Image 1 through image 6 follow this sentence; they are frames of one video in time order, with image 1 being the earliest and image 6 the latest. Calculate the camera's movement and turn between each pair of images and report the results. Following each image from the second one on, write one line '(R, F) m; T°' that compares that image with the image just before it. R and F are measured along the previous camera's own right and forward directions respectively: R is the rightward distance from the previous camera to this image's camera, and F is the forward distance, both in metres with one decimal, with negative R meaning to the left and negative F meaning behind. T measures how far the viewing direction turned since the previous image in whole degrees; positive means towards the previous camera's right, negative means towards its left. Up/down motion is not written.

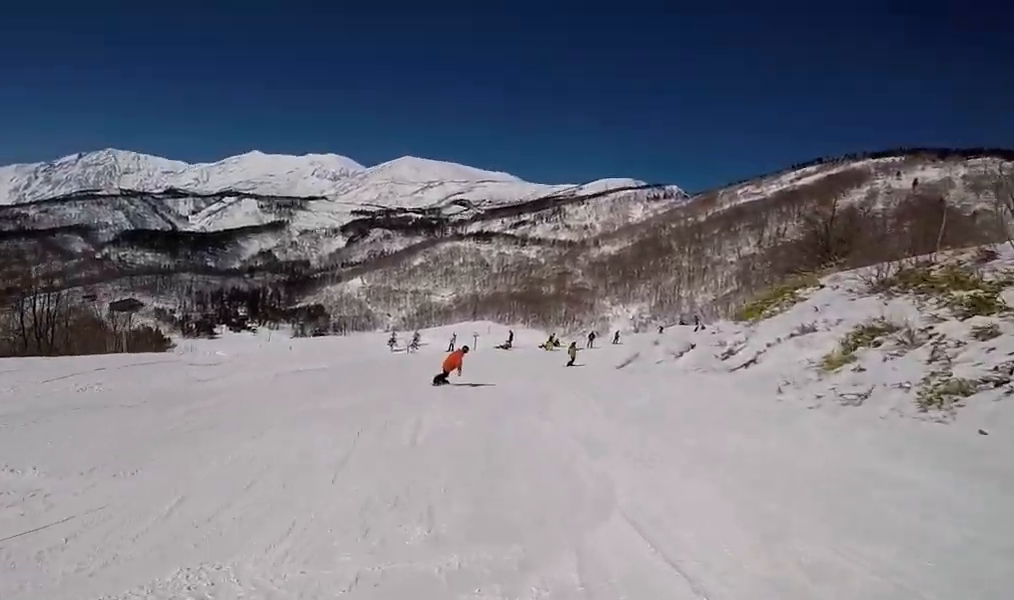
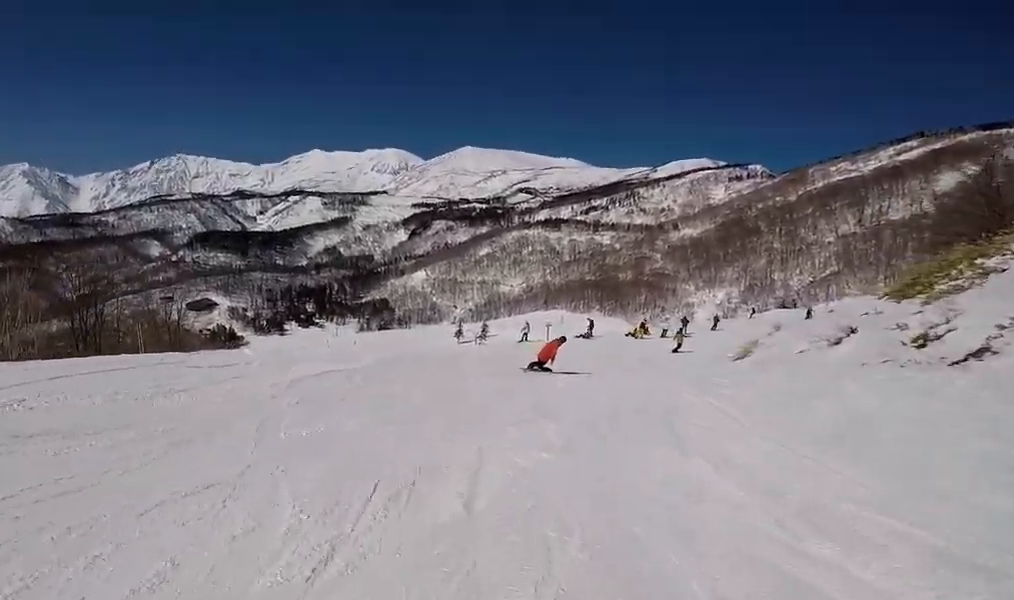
(-0.8, +3.2) m; -13°
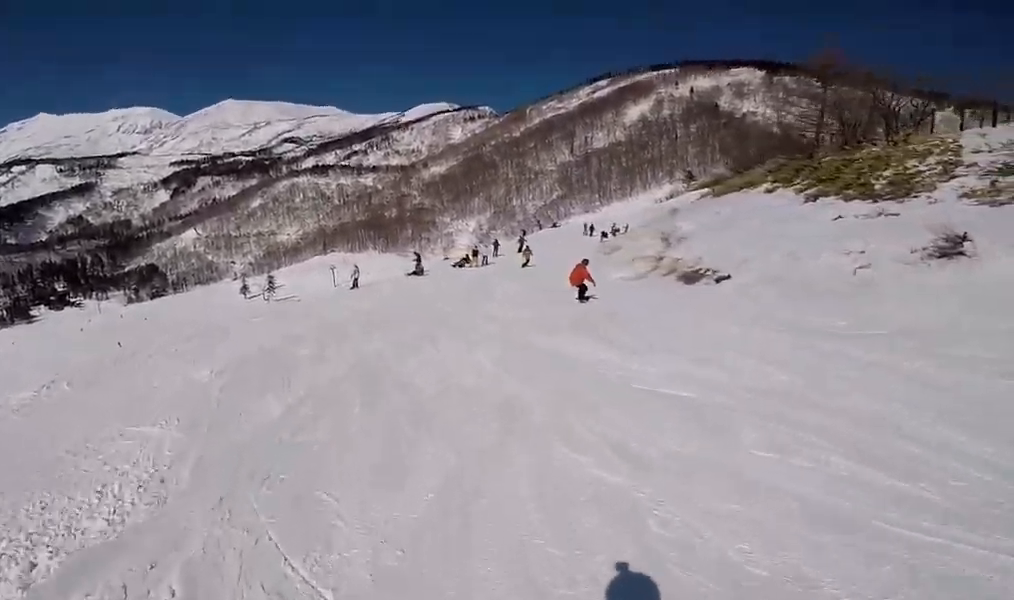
(+0.5, +8.1) m; +25°
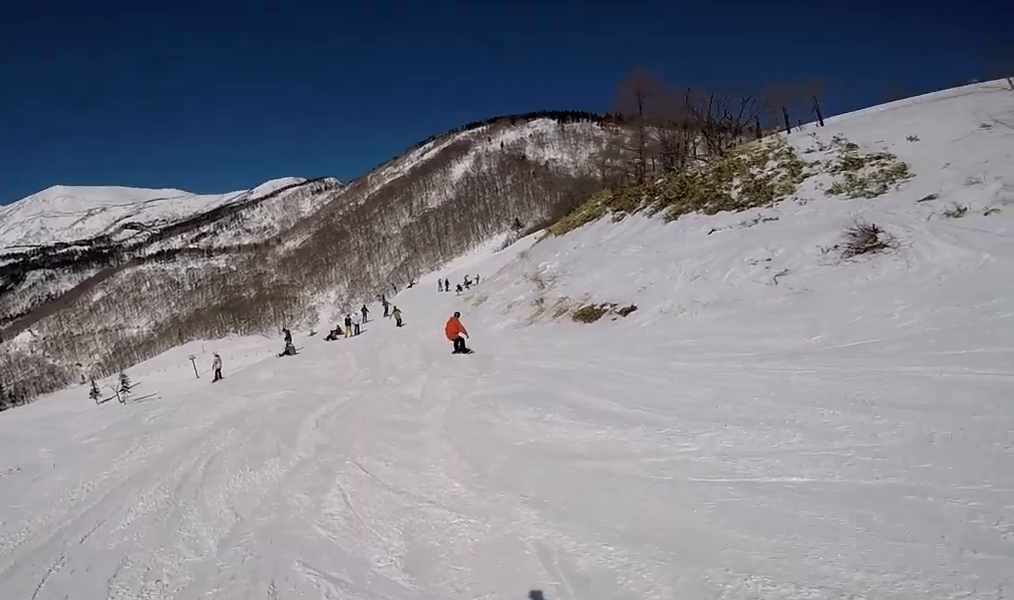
(+0.4, +2.5) m; +15°
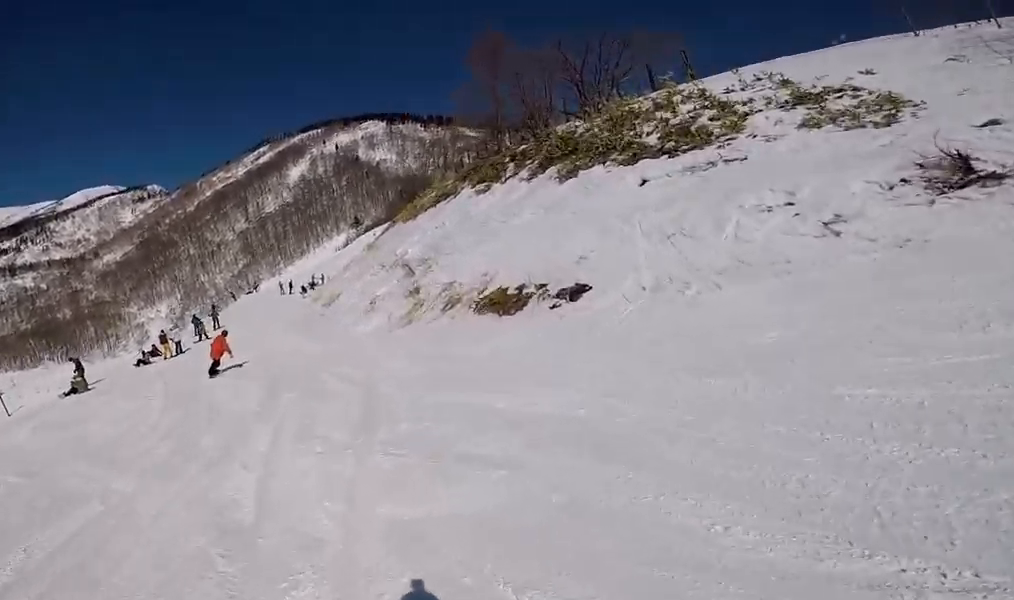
(+1.7, +5.2) m; +26°
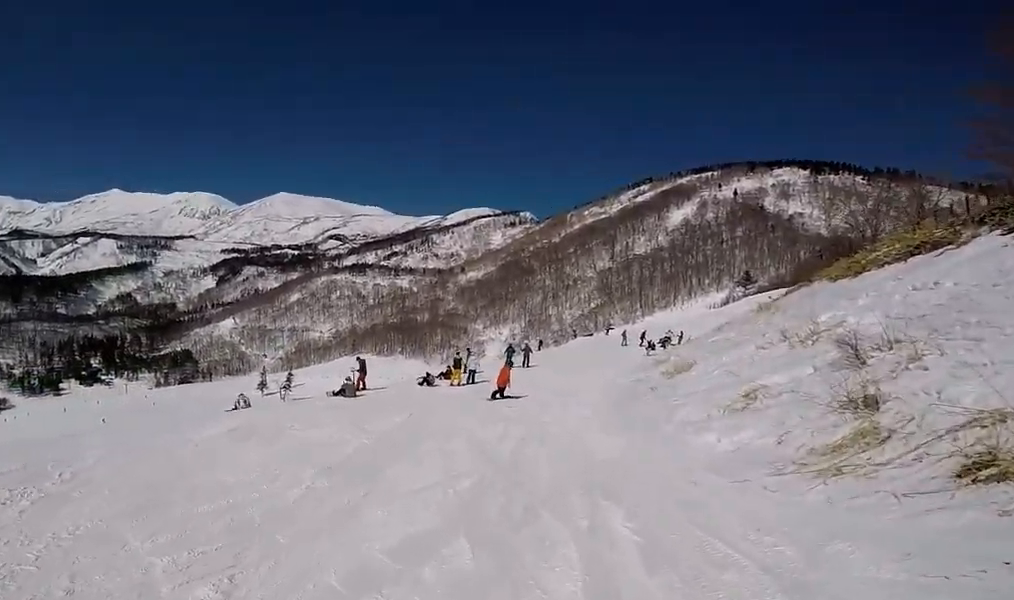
(-0.1, +6.5) m; -21°
